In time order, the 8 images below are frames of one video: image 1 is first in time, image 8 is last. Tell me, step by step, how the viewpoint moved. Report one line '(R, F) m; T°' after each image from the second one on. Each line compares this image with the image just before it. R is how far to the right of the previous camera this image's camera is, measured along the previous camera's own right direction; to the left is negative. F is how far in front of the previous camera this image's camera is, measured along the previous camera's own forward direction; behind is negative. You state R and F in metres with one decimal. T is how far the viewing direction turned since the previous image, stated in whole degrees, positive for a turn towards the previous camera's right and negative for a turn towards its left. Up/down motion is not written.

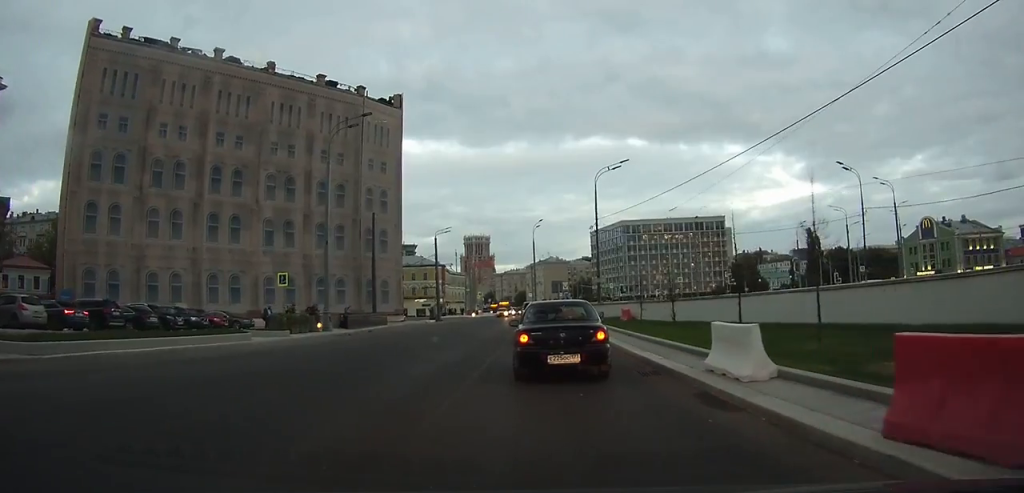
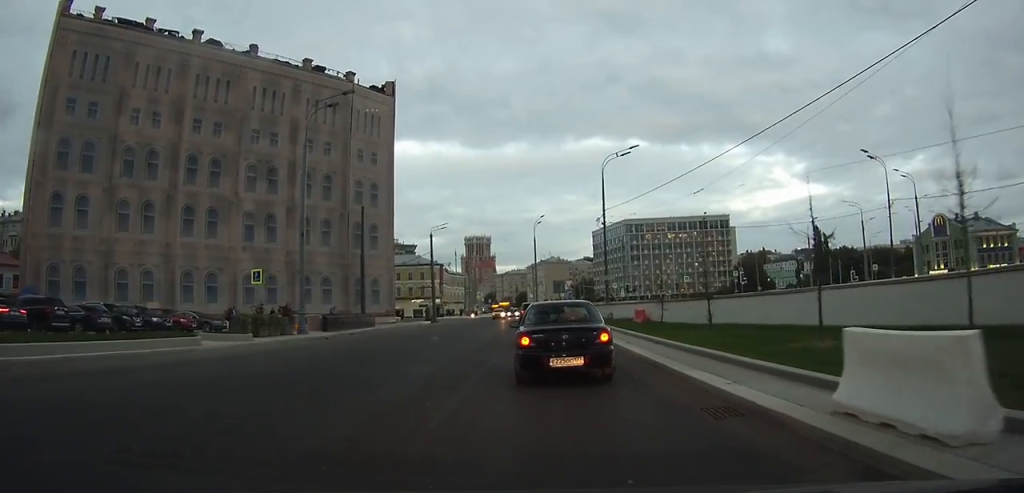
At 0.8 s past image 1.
(+0.1, +4.3) m; +1°
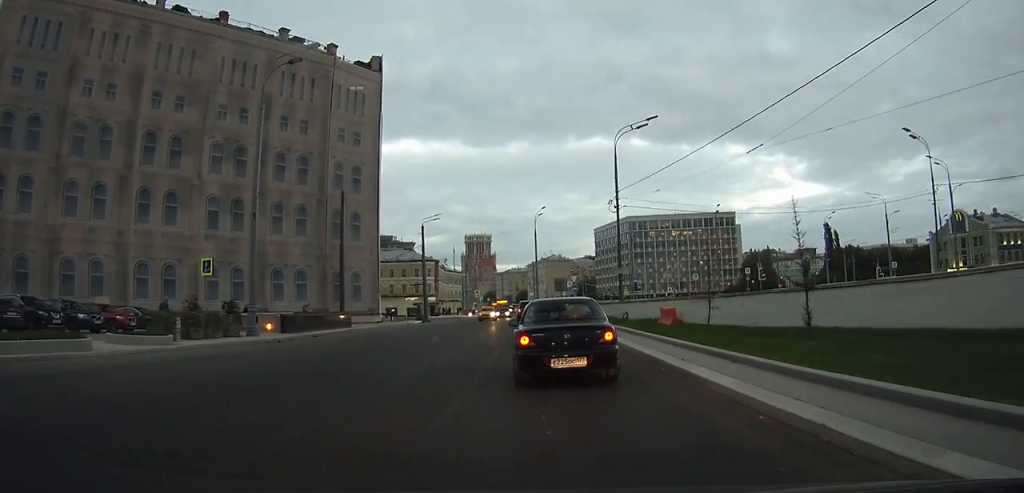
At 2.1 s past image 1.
(0.0, +6.3) m; -1°
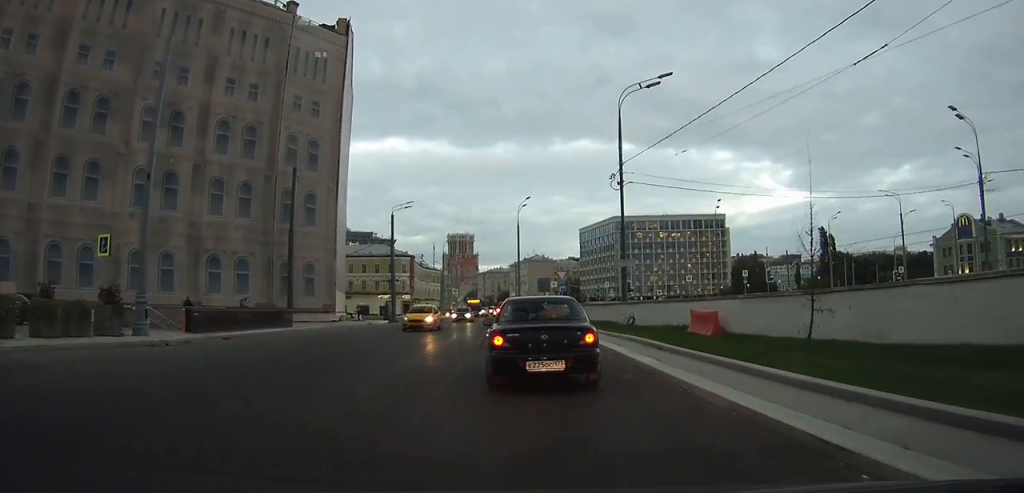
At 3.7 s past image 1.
(-0.1, +7.2) m; 0°
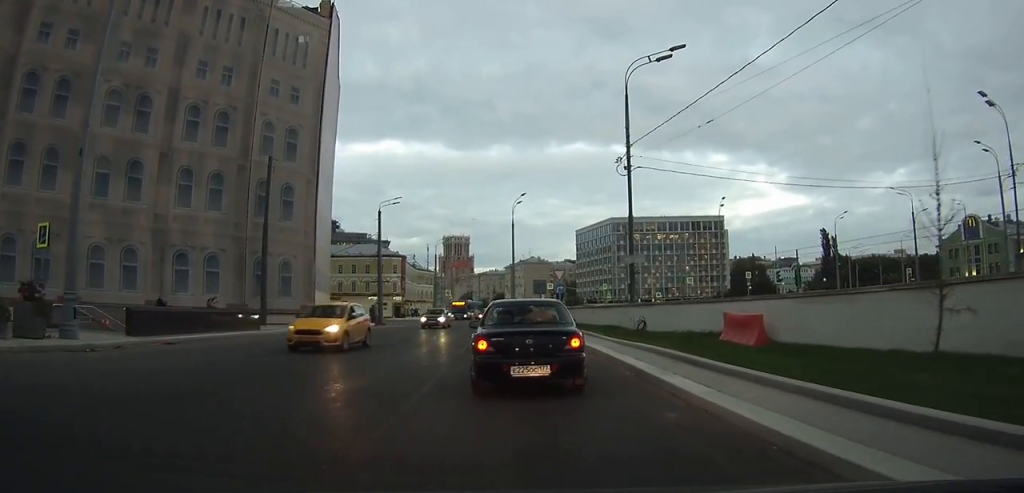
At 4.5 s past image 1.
(0.0, +3.5) m; +1°
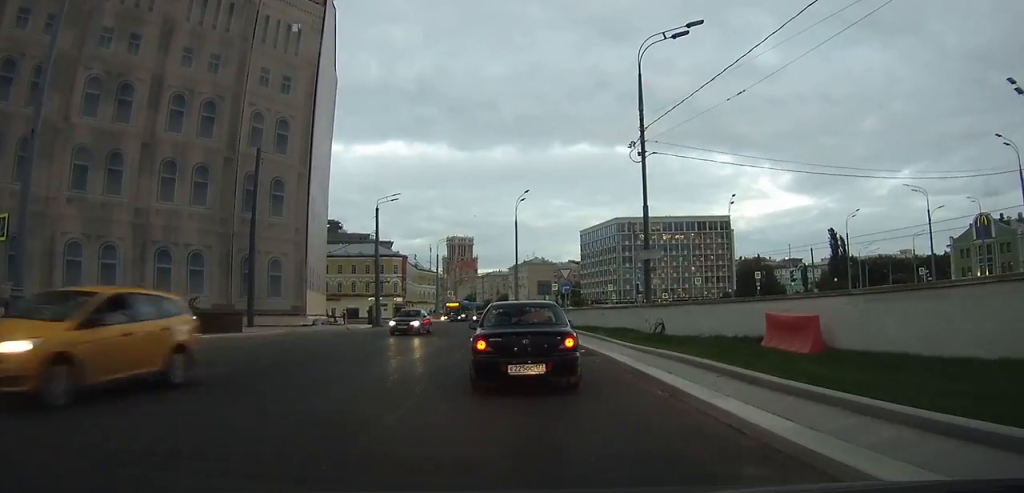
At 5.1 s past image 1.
(0.0, +2.5) m; +1°
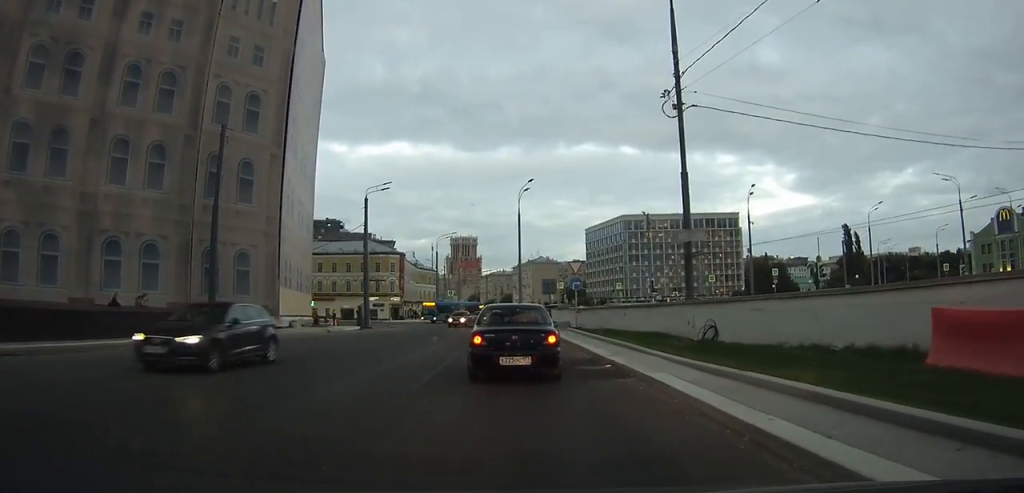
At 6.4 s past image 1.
(0.0, +5.3) m; -1°
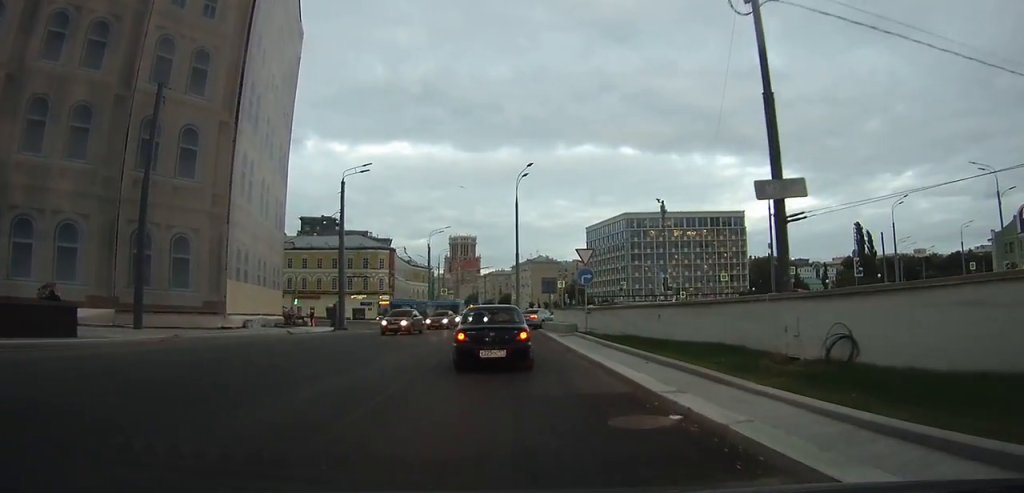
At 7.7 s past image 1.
(0.0, +6.0) m; 0°
